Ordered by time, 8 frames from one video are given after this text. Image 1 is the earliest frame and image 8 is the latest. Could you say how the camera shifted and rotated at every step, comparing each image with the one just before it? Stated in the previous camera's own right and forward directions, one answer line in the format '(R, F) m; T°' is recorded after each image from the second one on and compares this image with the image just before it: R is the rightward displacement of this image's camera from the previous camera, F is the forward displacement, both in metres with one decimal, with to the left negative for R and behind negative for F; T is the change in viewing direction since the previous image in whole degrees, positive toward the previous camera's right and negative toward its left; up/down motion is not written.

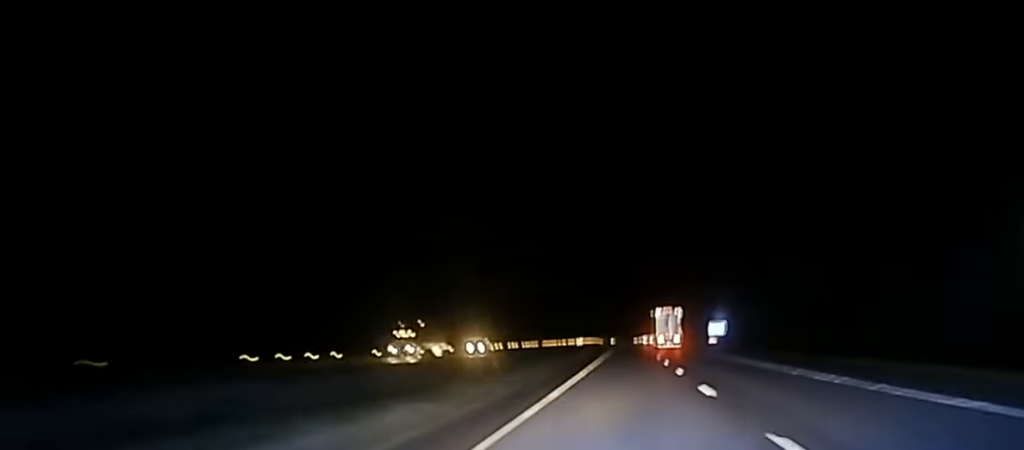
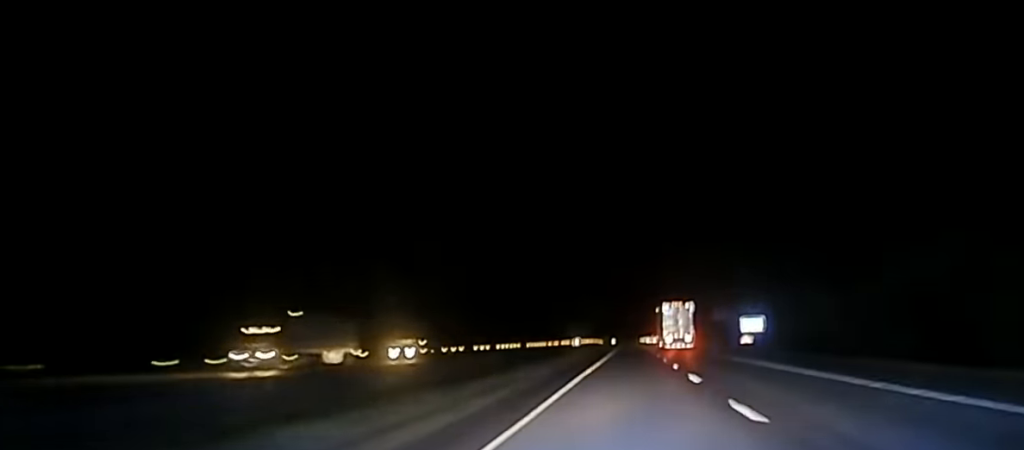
(0.0, +31.2) m; 0°
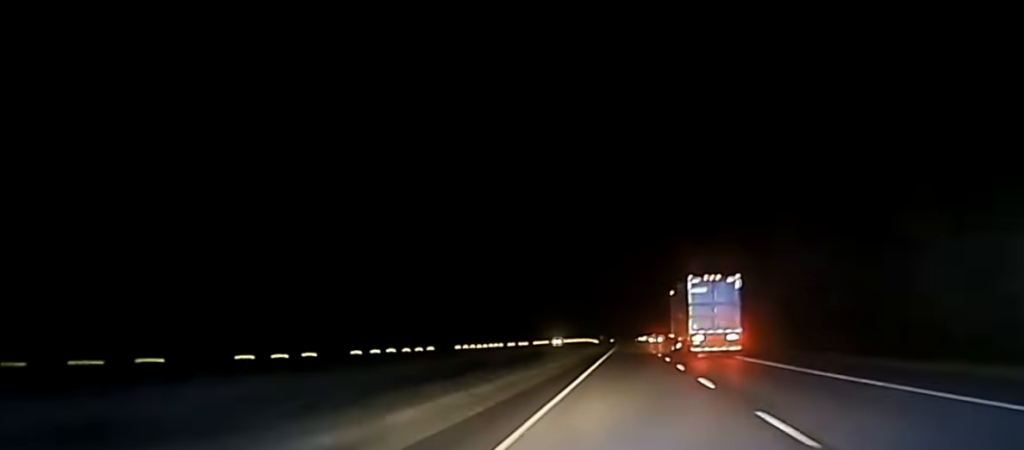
(-0.1, +64.9) m; 0°
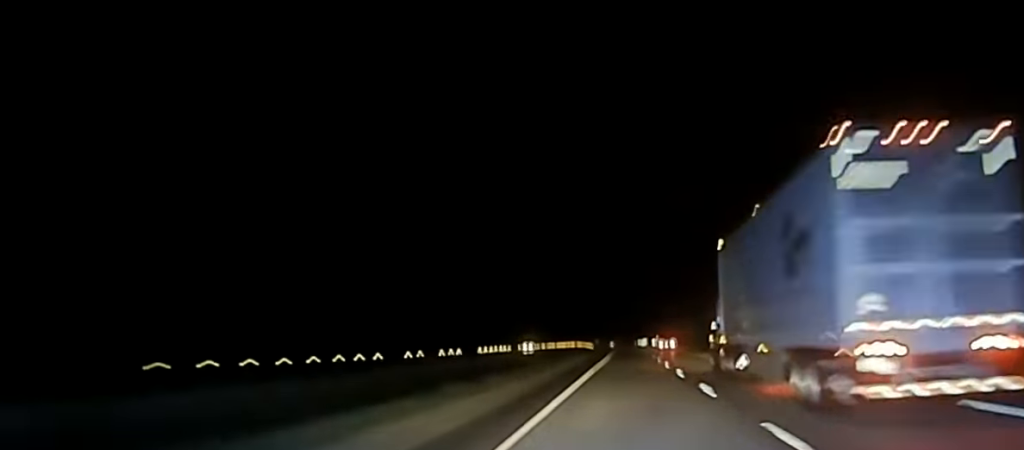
(-0.1, +62.7) m; 0°
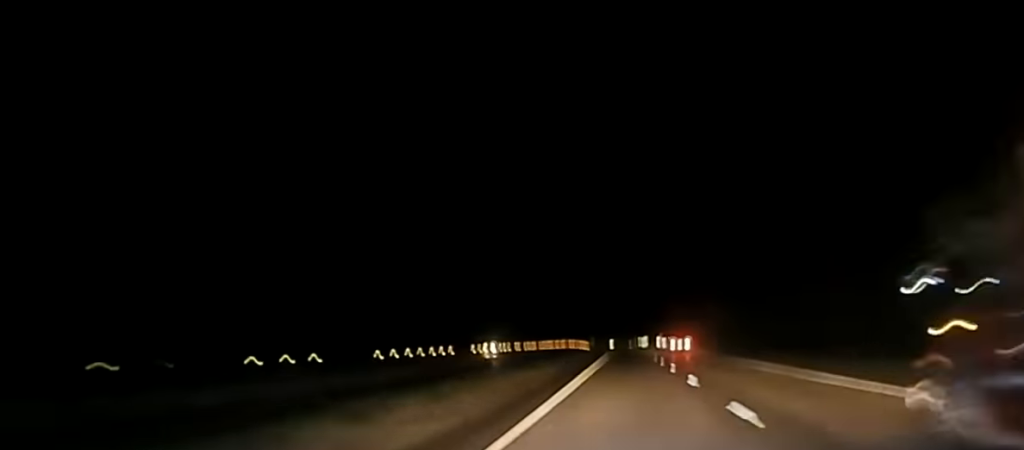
(0.0, +45.0) m; 0°
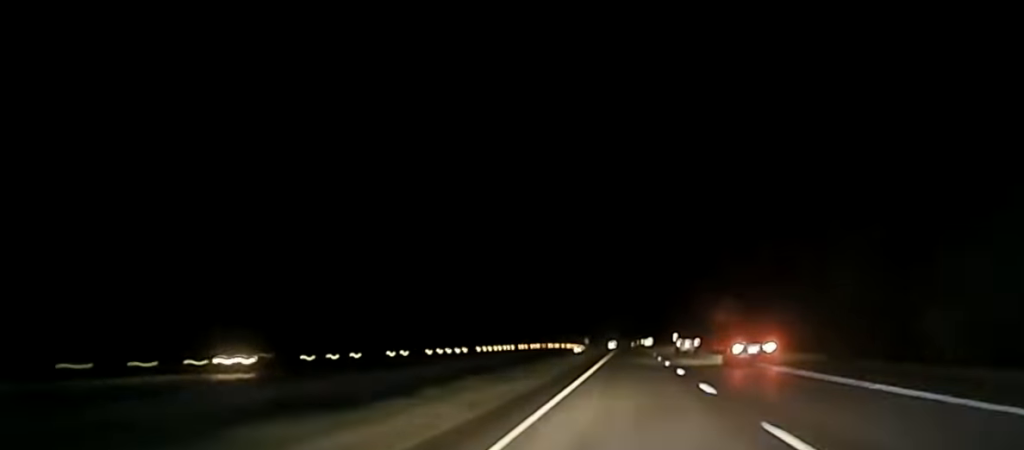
(-0.1, +79.2) m; 0°
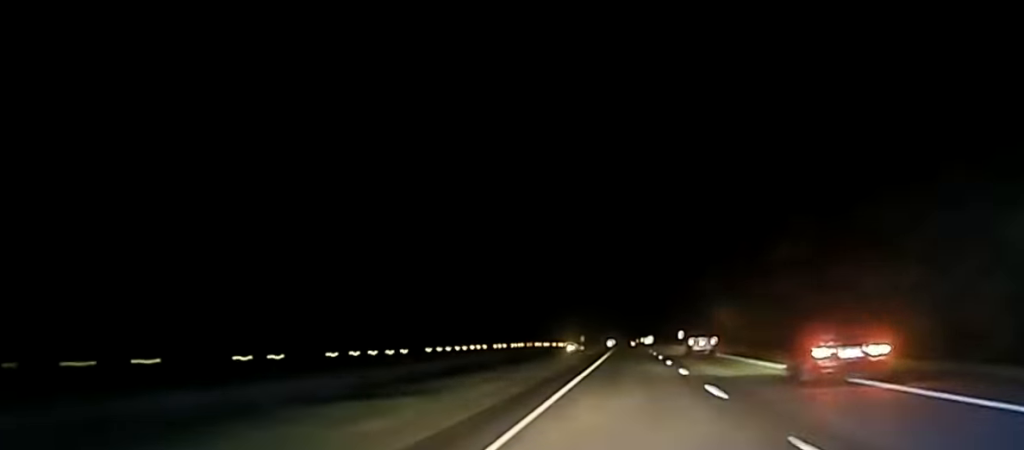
(0.0, +27.3) m; 0°
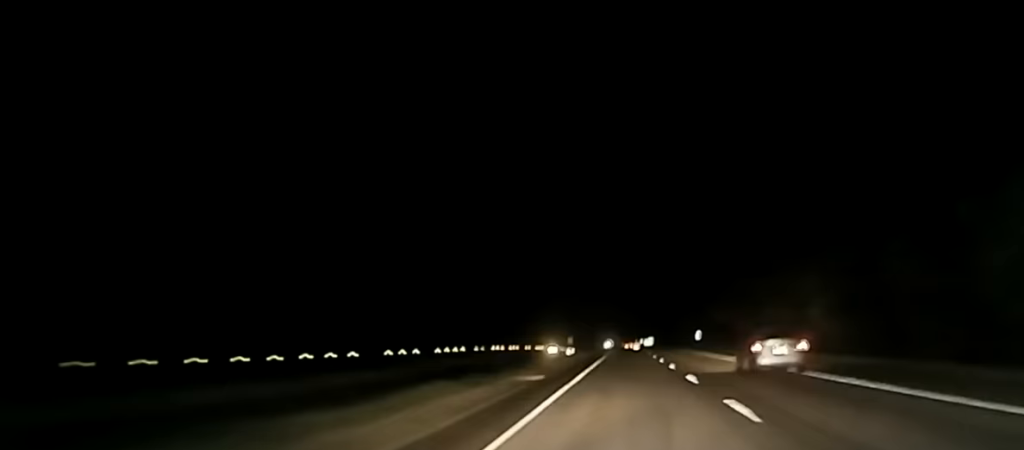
(+0.1, +54.9) m; 0°
